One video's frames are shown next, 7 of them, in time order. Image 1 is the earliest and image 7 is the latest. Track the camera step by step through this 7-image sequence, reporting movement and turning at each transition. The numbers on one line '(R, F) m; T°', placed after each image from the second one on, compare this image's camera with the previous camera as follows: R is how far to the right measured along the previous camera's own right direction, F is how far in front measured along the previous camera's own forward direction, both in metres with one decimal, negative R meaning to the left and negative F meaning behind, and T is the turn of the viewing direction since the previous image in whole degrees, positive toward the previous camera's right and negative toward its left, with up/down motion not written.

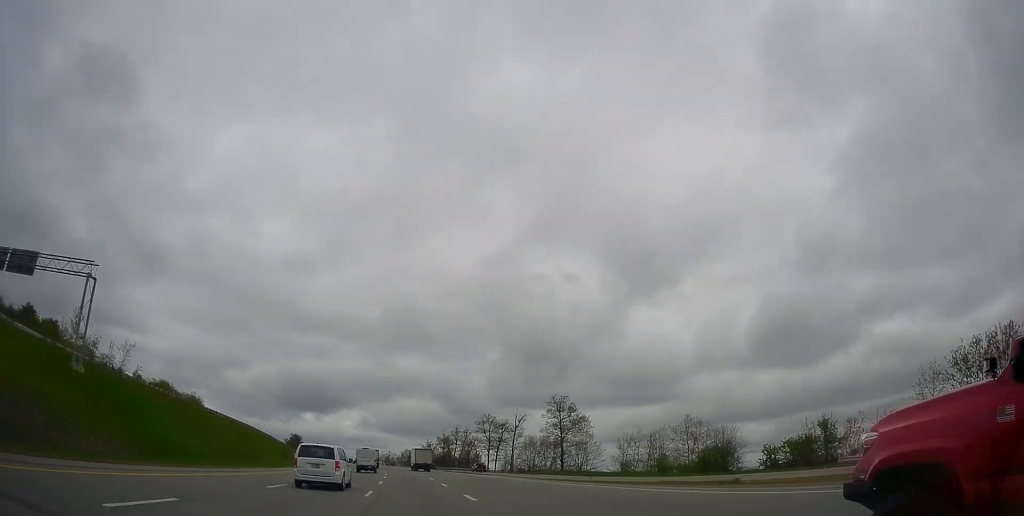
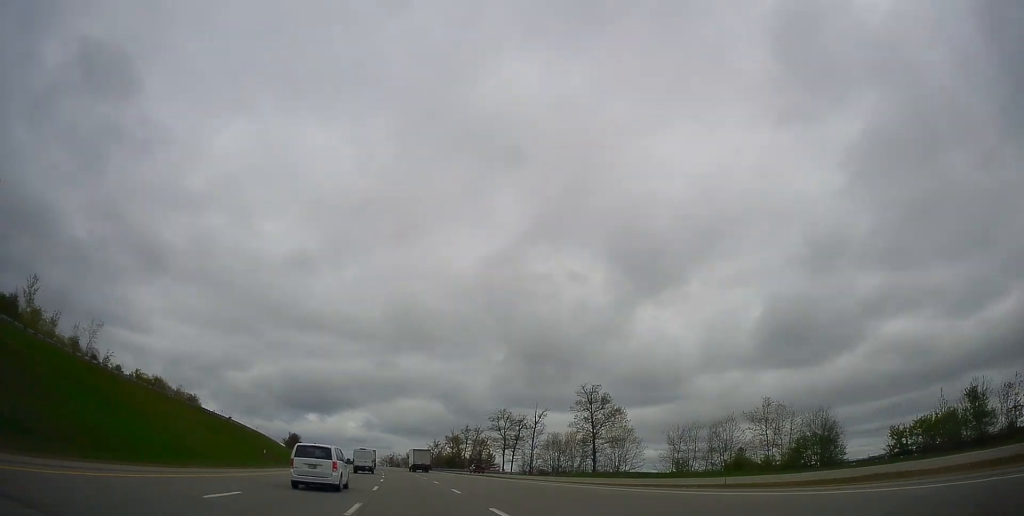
(-0.1, +18.8) m; +1°
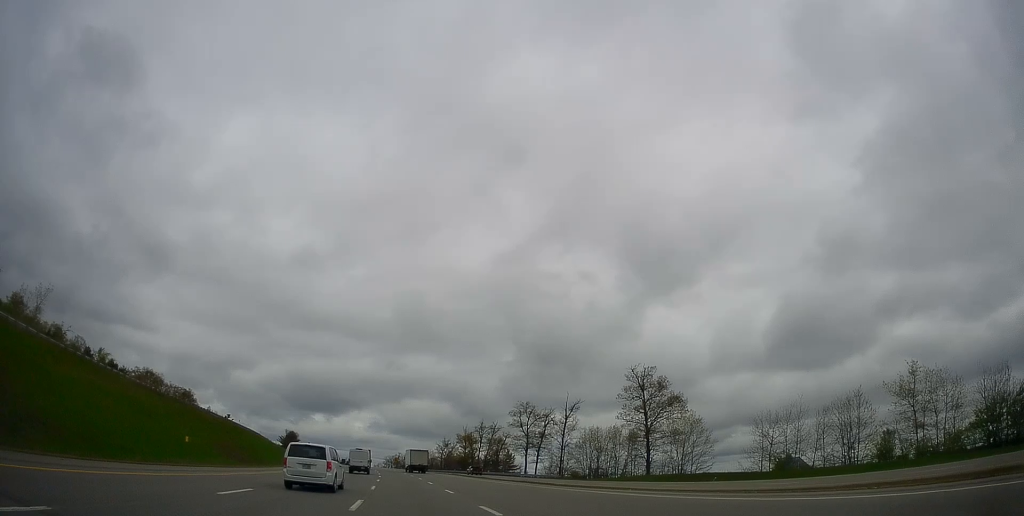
(+0.2, +22.6) m; 0°
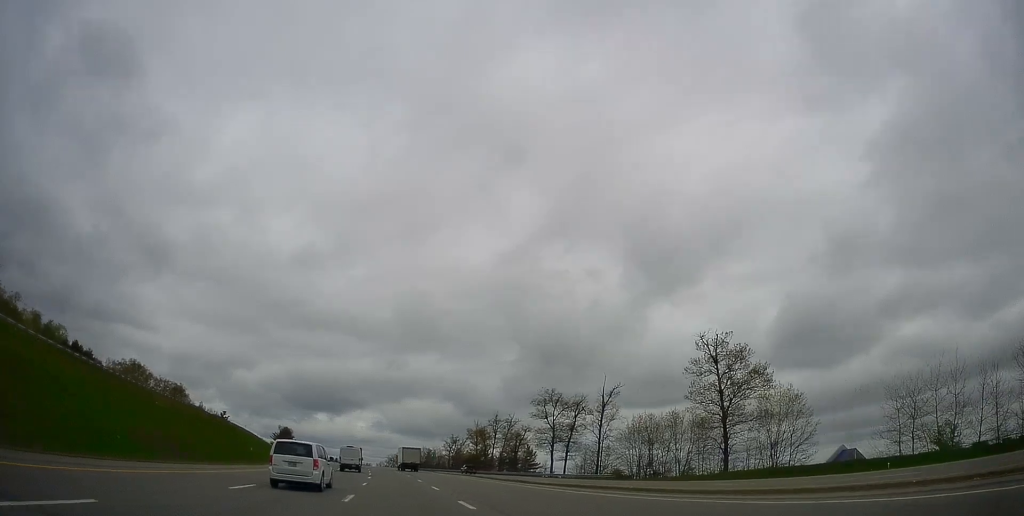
(+0.2, +22.2) m; -1°
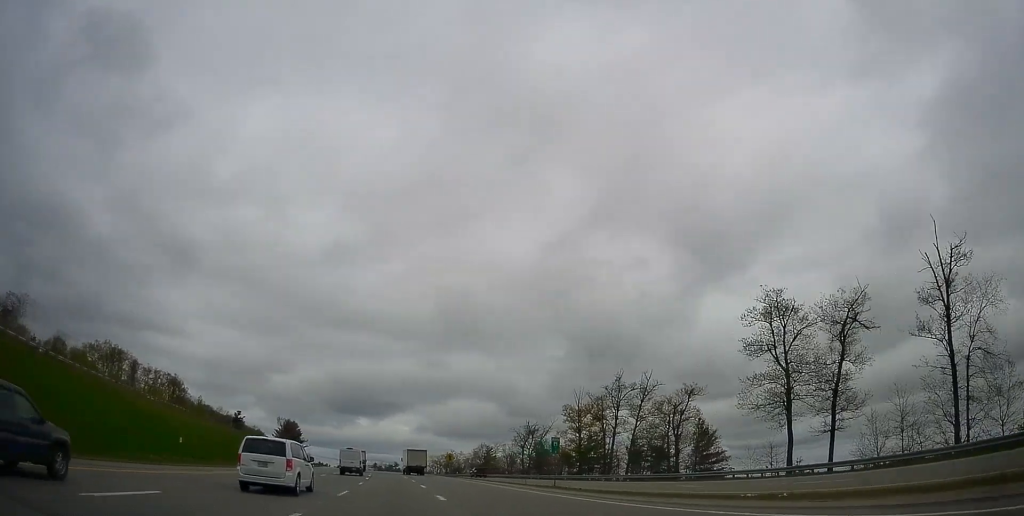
(-1.7, +69.4) m; -2°
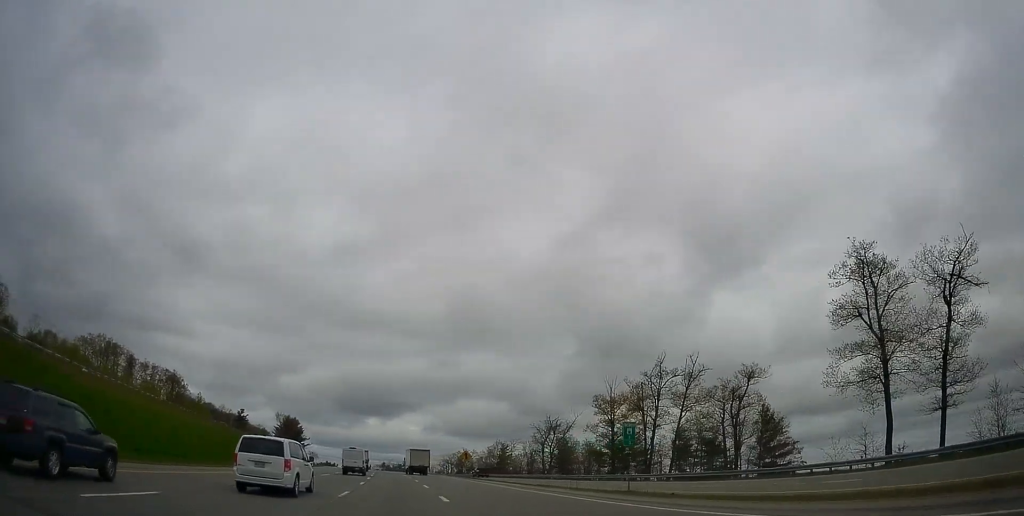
(-0.1, +12.8) m; -1°
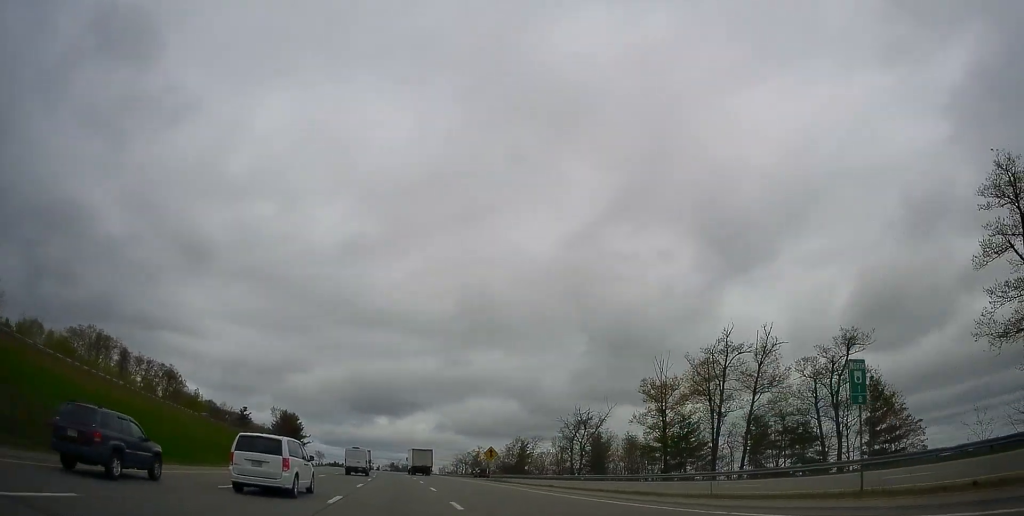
(-0.1, +15.9) m; -1°
